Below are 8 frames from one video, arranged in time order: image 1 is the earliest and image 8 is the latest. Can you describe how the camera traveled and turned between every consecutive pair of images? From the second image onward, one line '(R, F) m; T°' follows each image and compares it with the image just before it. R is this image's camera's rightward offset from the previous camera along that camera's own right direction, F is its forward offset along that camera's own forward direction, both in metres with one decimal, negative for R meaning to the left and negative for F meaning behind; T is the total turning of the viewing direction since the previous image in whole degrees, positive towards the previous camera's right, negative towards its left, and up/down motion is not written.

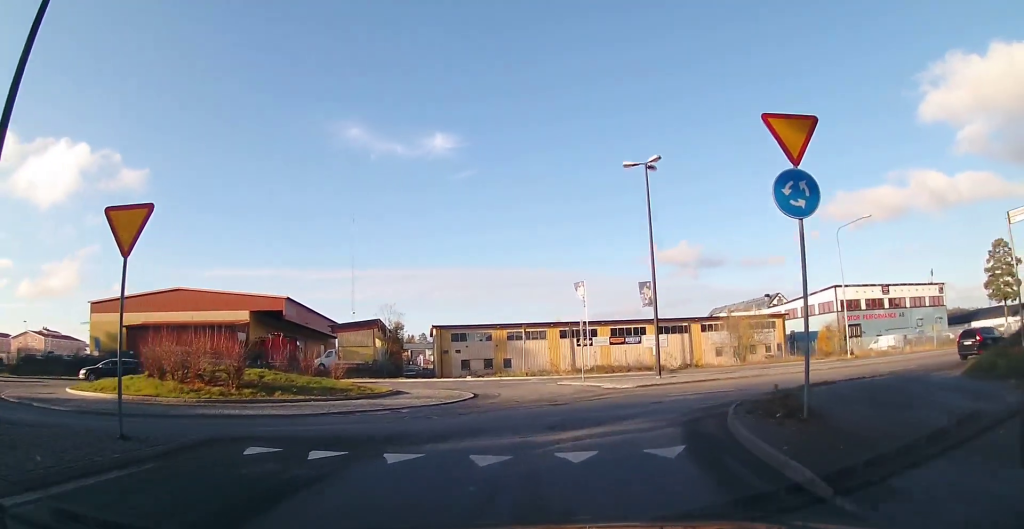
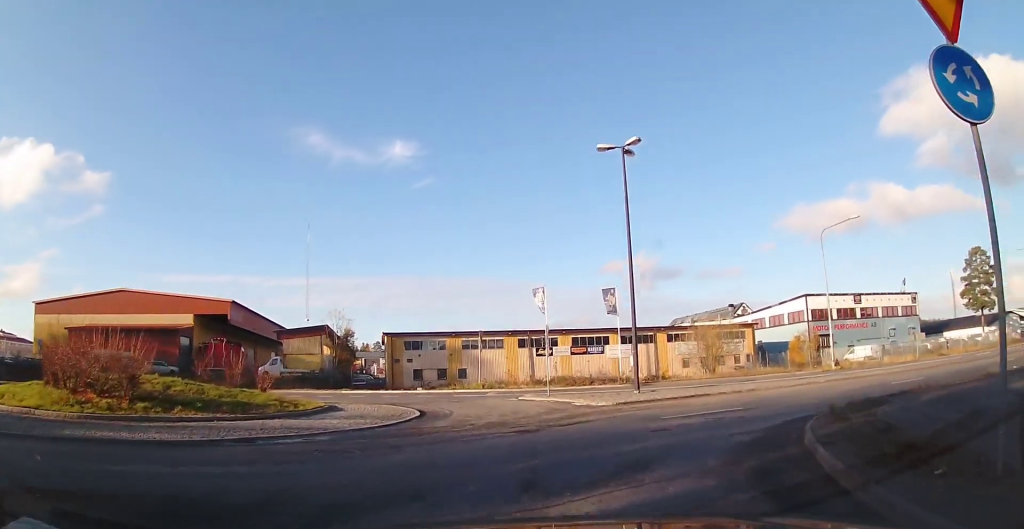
(+0.4, +4.1) m; +12°
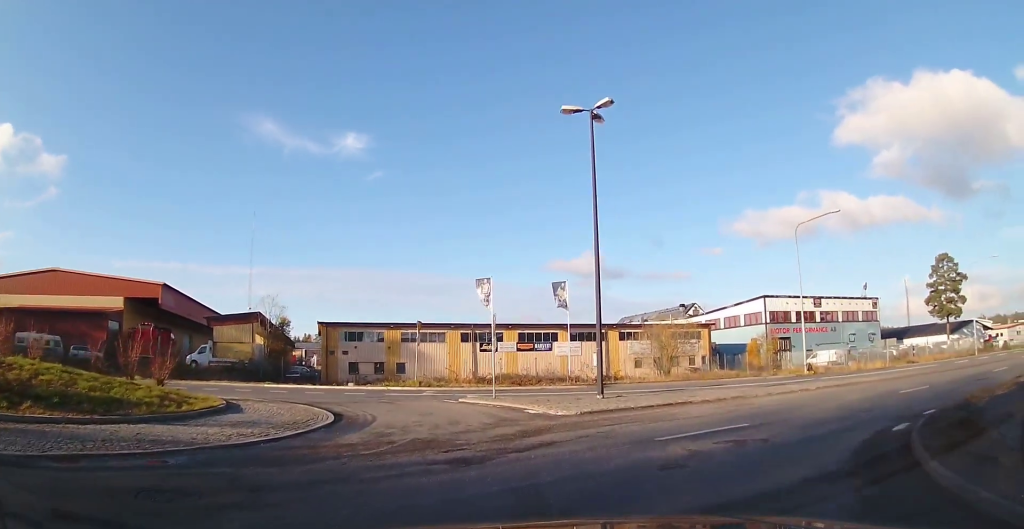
(+0.7, +4.3) m; +15°
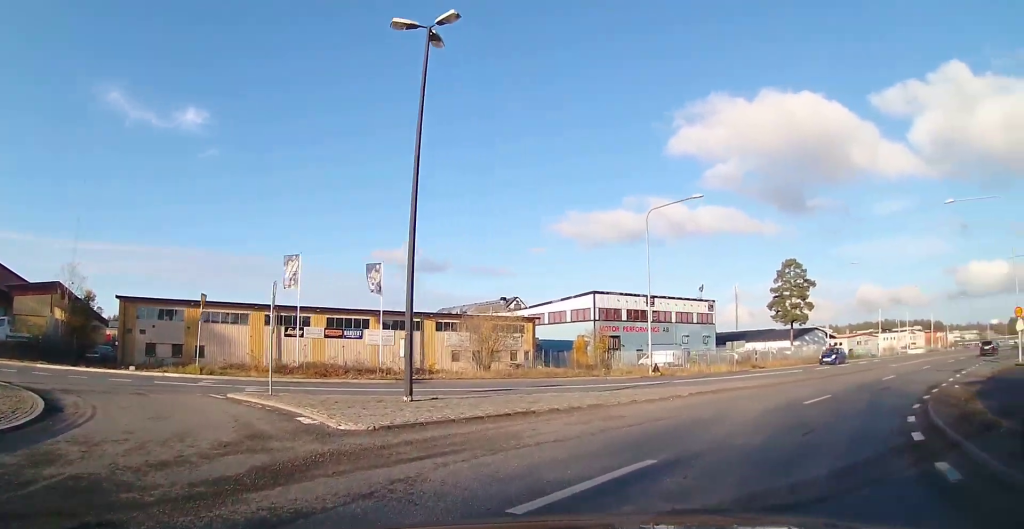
(+0.9, +4.0) m; +31°
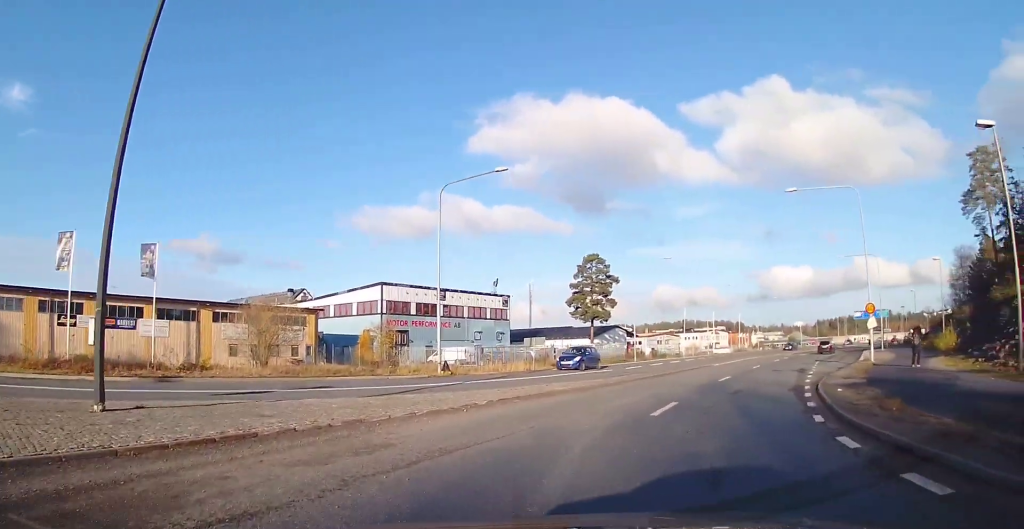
(+0.6, +2.9) m; +20°
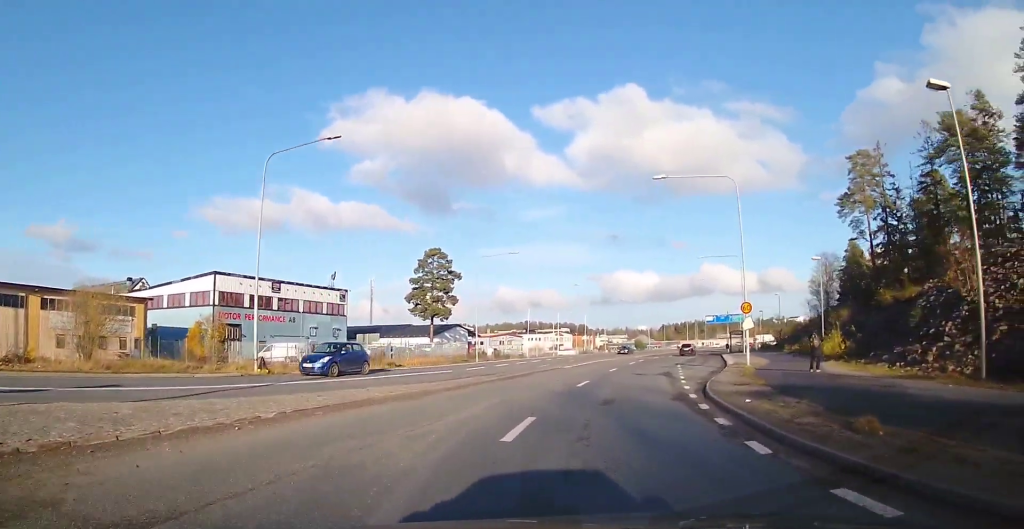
(+0.1, +2.5) m; +10°
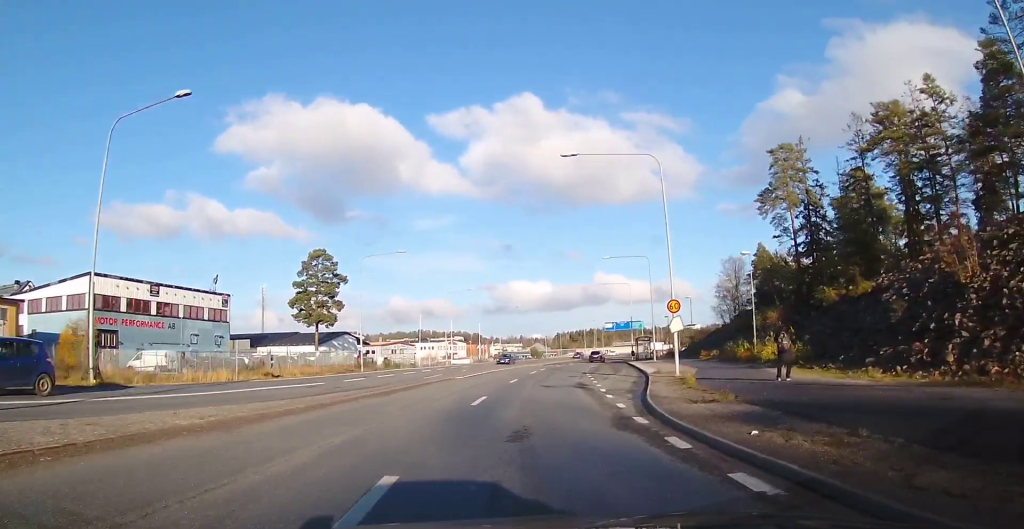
(+0.4, +3.7) m; +8°
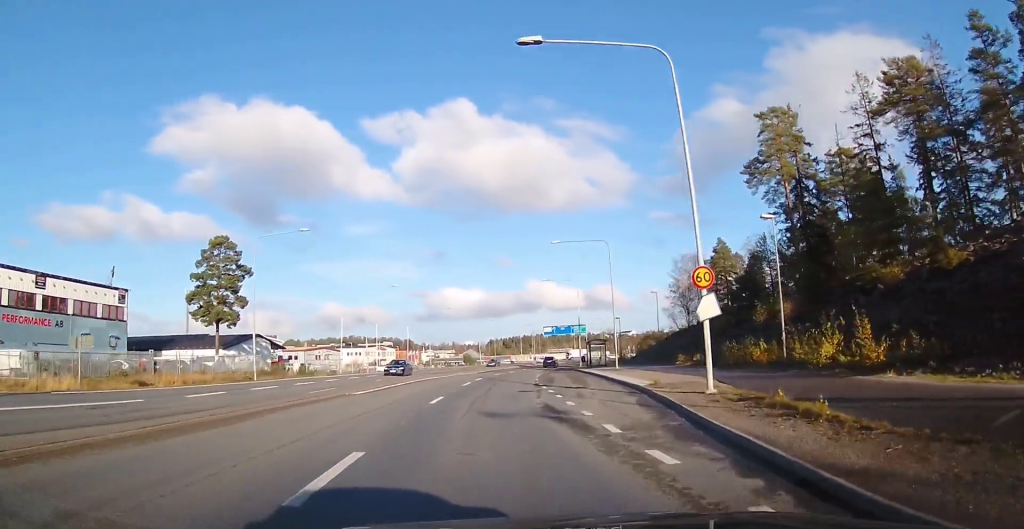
(+0.7, +7.6) m; +5°
